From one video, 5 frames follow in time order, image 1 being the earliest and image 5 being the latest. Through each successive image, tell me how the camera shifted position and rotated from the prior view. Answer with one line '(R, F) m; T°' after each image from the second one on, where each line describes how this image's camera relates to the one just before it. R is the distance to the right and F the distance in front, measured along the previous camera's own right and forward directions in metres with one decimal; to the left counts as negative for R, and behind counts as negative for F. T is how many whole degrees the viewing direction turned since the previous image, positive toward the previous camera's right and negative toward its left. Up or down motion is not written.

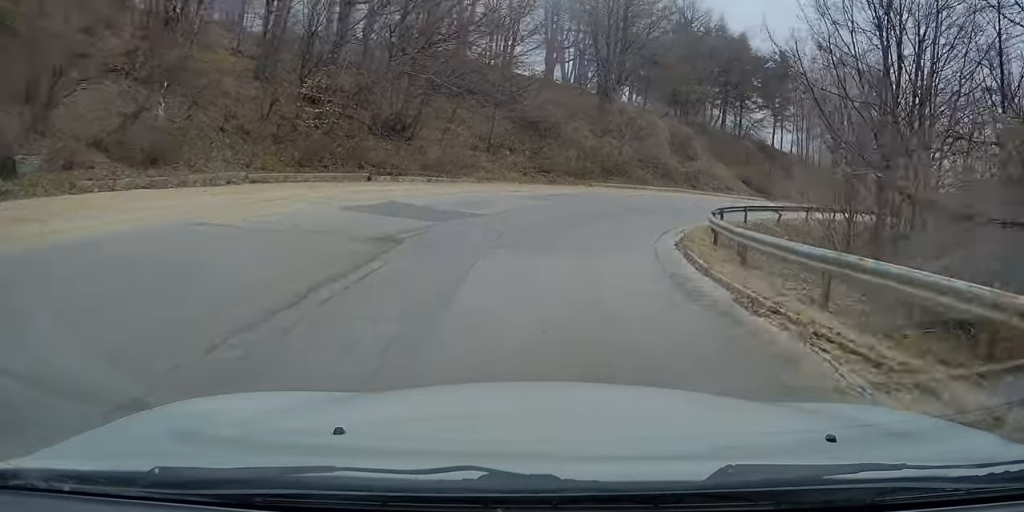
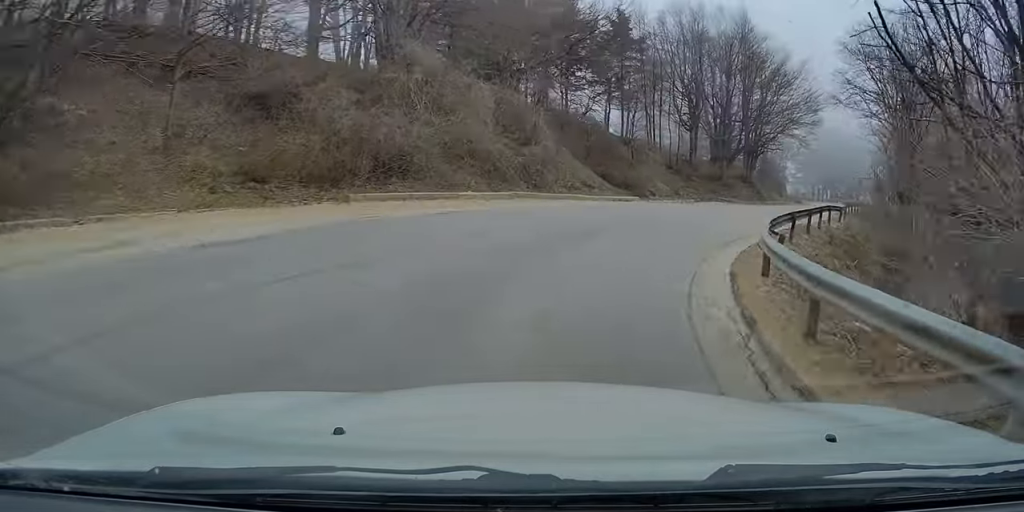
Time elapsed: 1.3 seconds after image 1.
(+3.1, +17.4) m; +21°
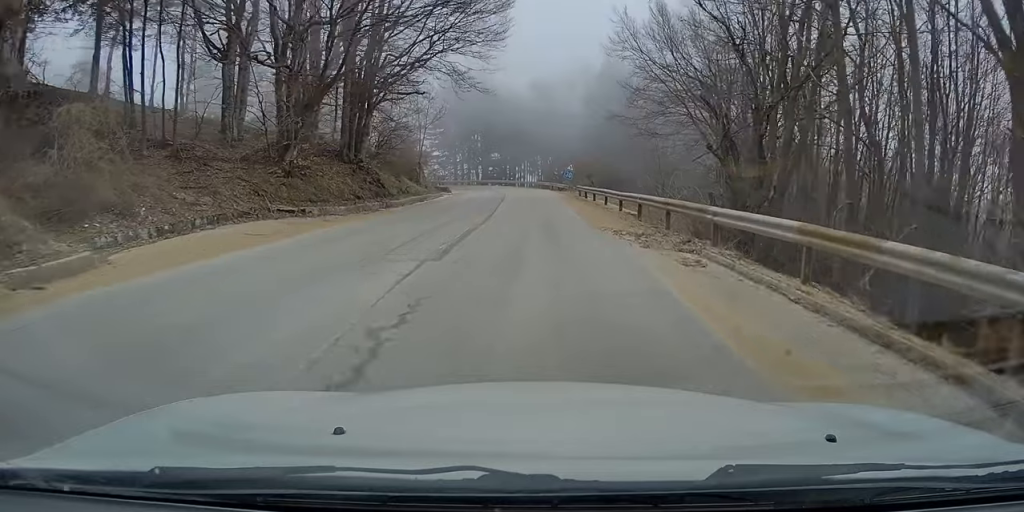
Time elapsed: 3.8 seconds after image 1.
(+8.6, +33.2) m; +24°
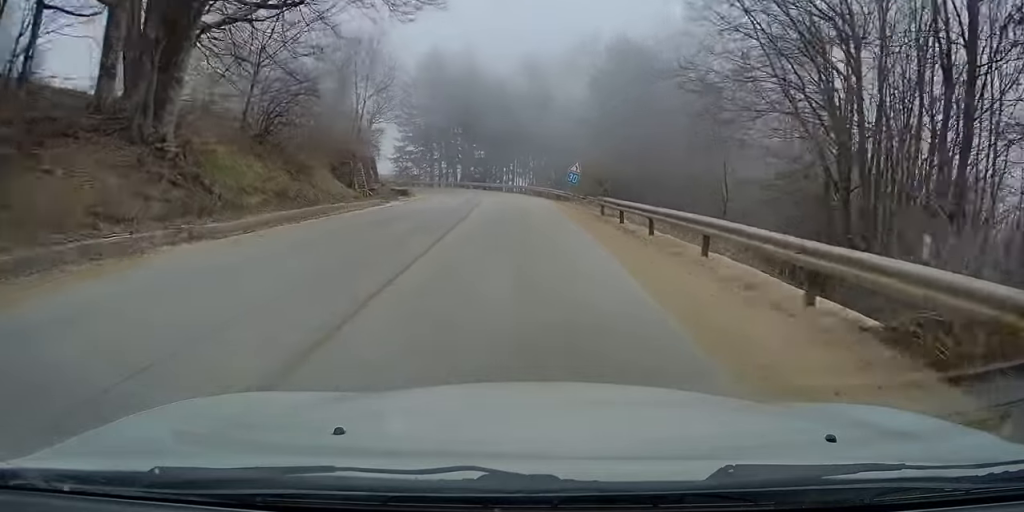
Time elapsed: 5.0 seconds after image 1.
(+0.4, +17.0) m; 0°
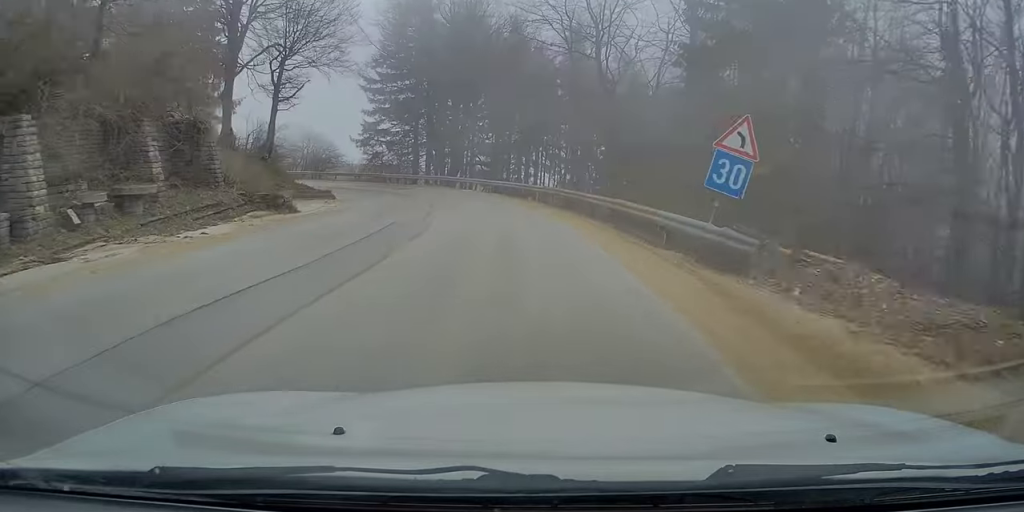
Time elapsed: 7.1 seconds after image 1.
(-0.6, +29.3) m; -4°
